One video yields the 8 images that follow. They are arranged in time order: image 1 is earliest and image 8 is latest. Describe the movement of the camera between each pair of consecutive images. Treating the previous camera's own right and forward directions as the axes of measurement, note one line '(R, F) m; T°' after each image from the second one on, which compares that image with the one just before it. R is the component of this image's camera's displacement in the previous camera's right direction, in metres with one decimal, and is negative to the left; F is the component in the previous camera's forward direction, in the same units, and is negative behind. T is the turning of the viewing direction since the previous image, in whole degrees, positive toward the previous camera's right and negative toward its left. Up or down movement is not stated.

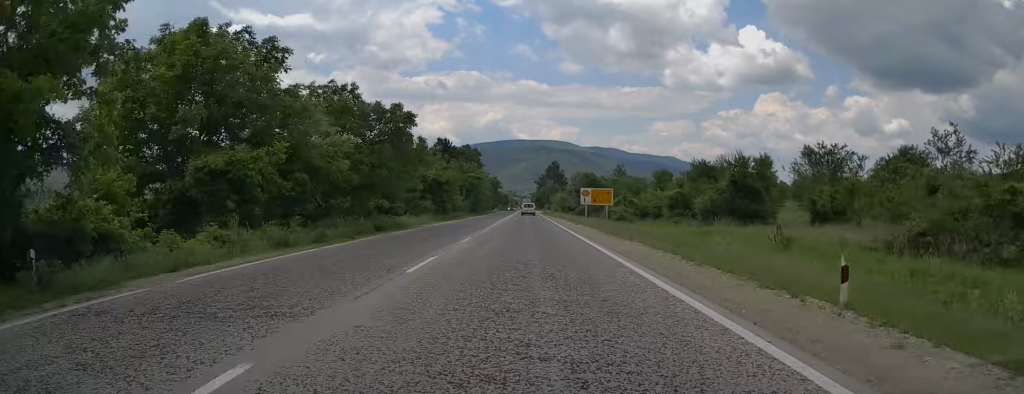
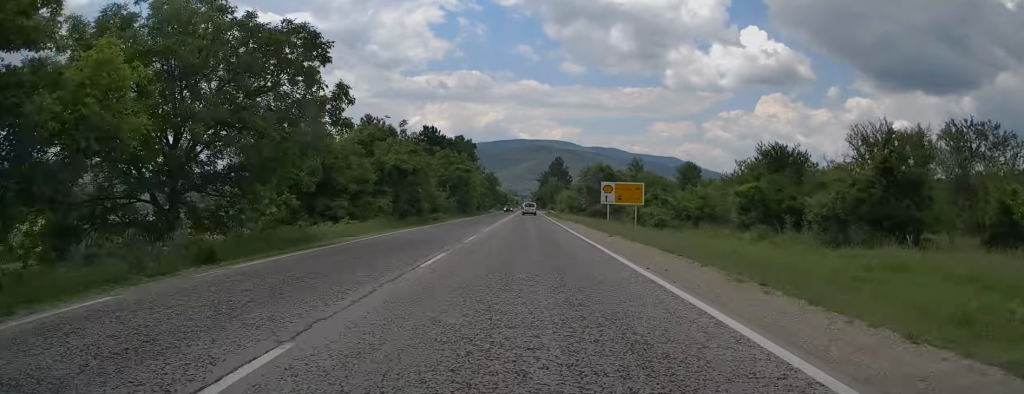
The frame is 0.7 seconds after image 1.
(-0.1, +17.3) m; 0°
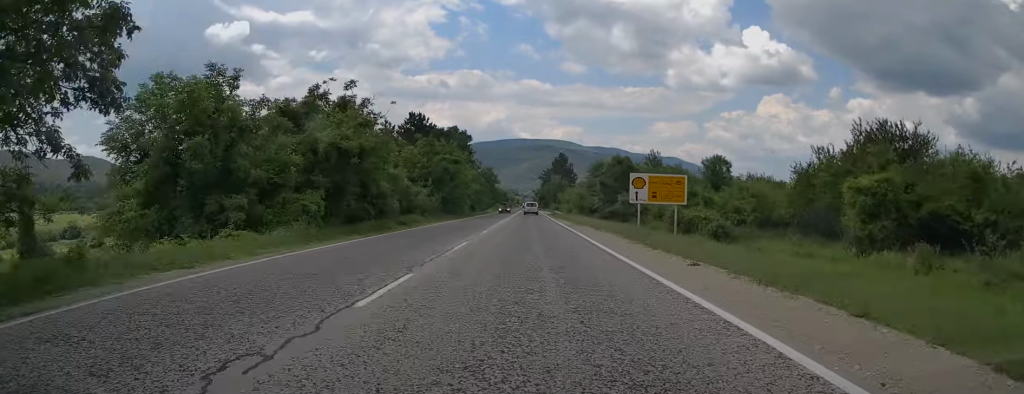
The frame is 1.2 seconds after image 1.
(+0.1, +13.1) m; 0°
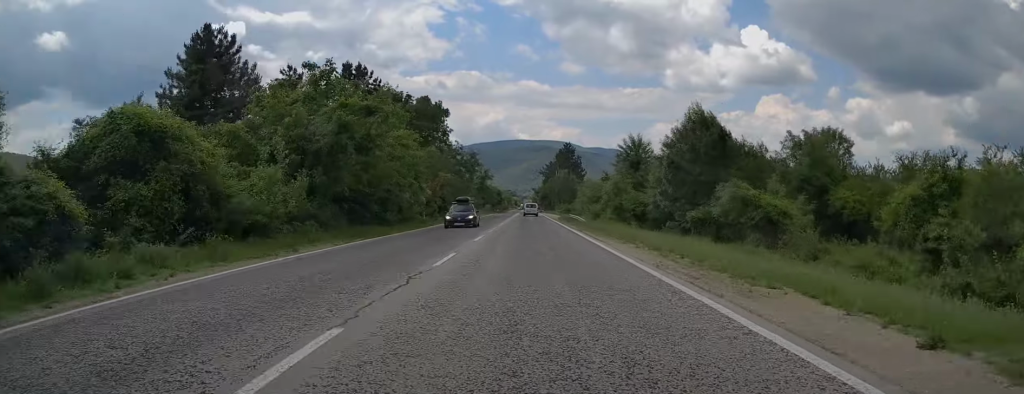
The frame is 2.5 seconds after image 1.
(+0.1, +31.1) m; 0°
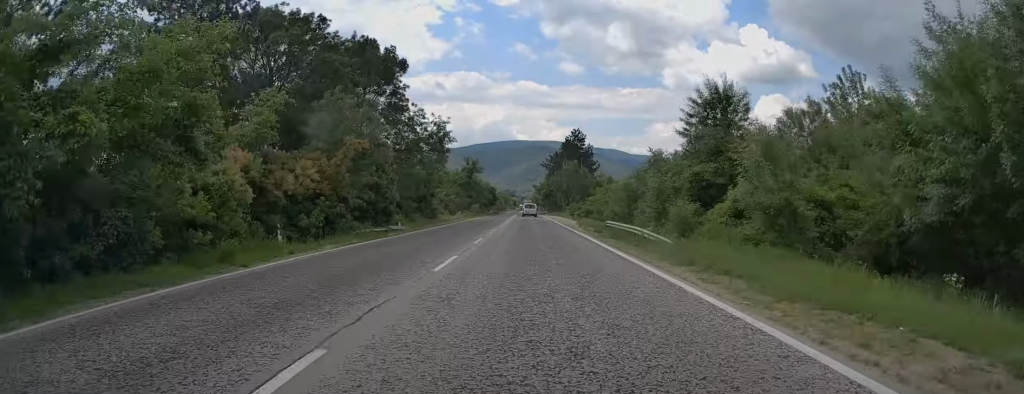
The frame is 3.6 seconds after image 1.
(0.0, +27.6) m; 0°
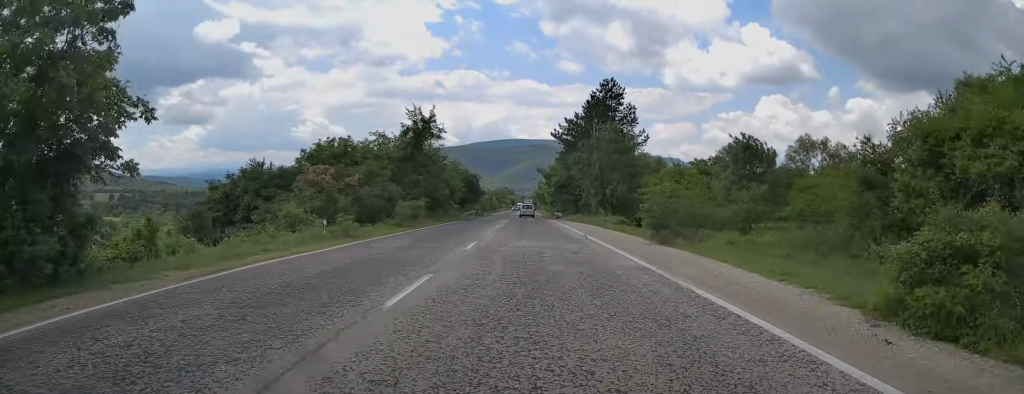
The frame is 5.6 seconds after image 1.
(-0.2, +48.4) m; 0°
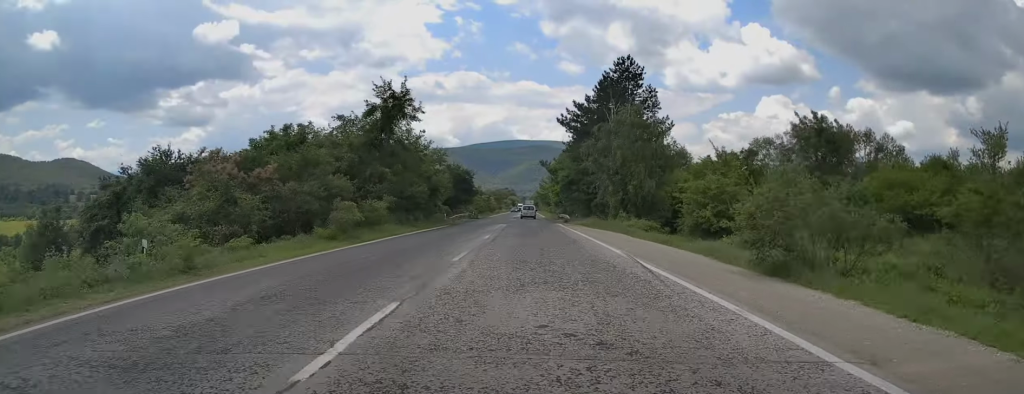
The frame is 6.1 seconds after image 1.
(+0.1, +12.1) m; 0°
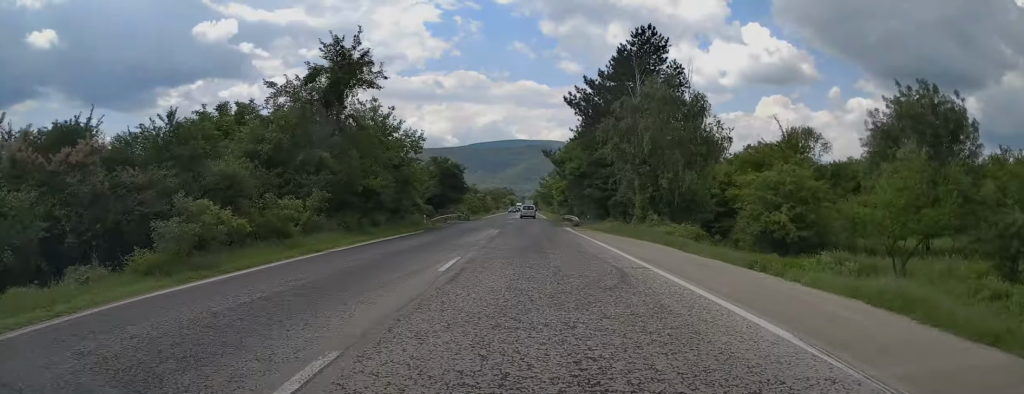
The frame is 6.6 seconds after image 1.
(0.0, +11.2) m; 0°
